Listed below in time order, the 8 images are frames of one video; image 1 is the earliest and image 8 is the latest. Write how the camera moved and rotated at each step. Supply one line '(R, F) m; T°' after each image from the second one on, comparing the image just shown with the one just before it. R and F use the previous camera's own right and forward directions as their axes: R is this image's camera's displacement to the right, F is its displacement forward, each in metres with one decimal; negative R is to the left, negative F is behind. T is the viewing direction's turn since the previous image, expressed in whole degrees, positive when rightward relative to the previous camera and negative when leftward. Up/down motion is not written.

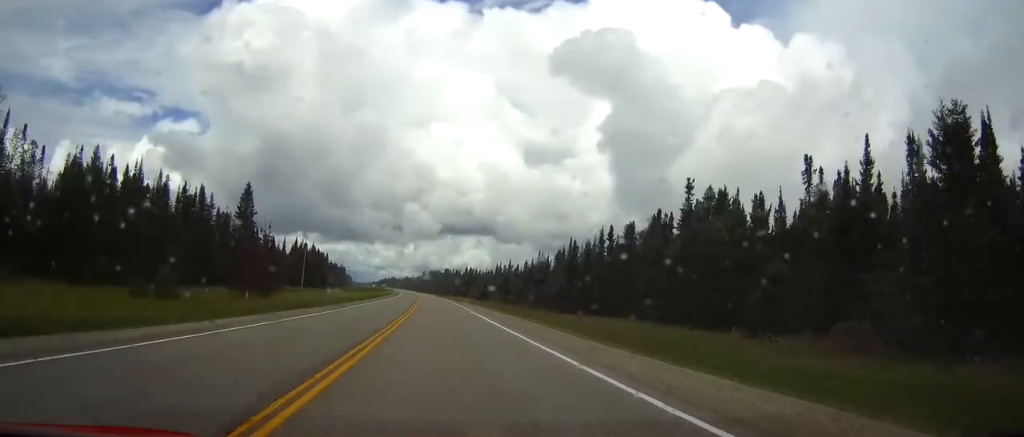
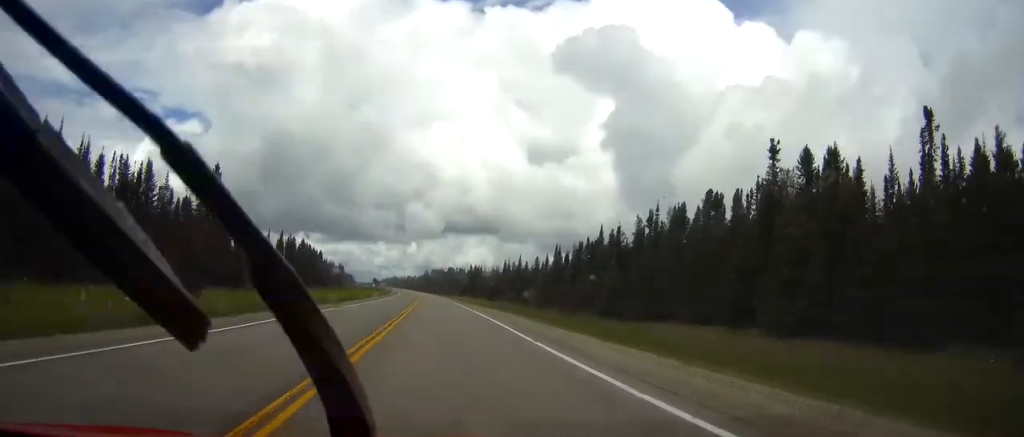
(0.0, +23.5) m; 0°
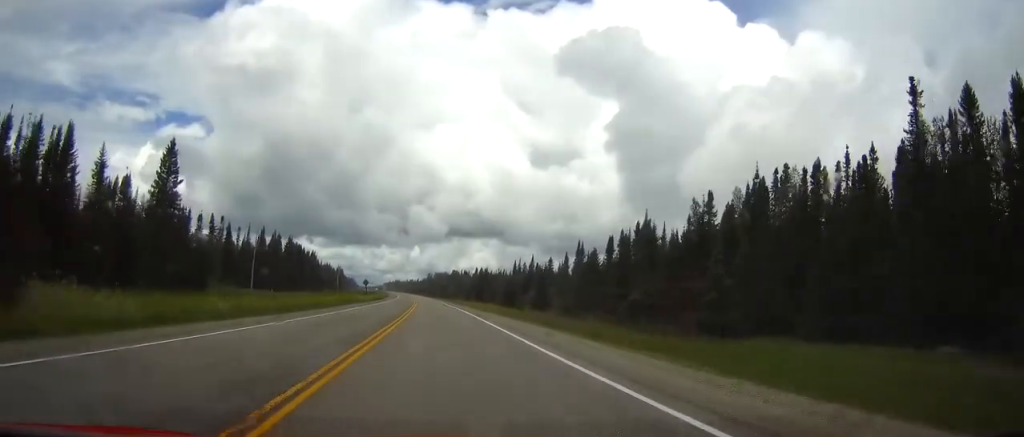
(0.0, +23.5) m; 0°
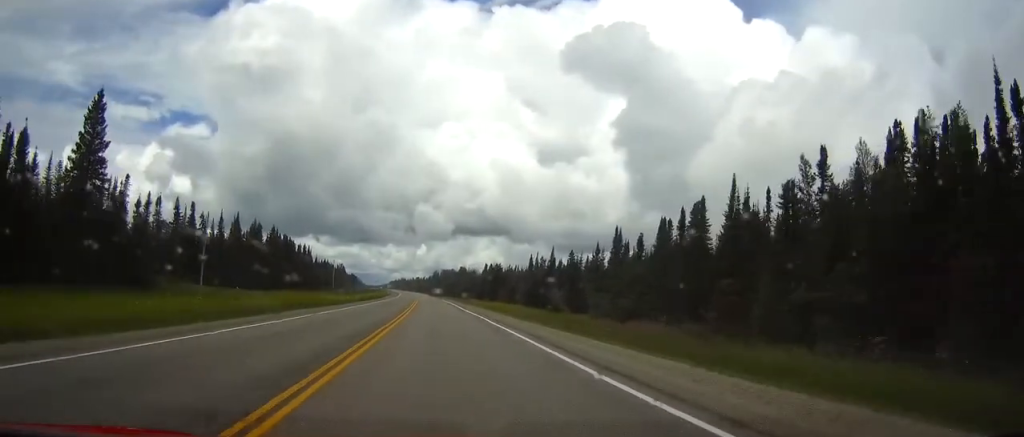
(0.0, +26.6) m; 0°
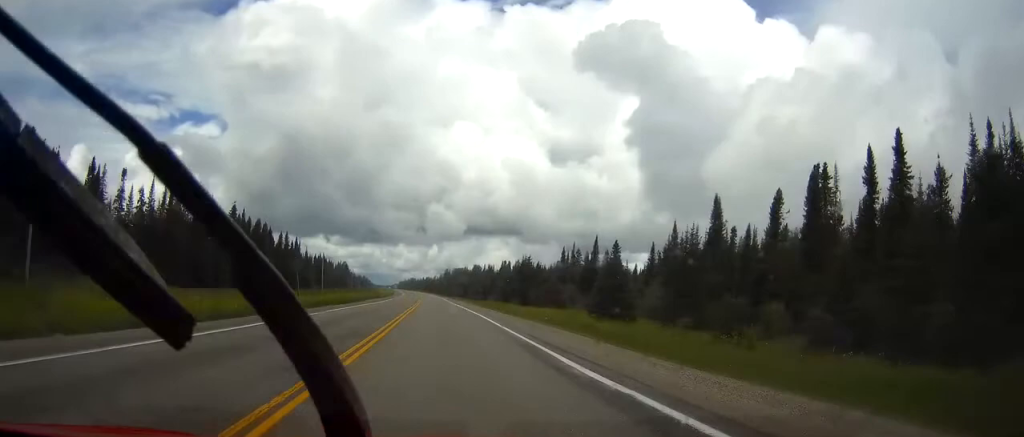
(-0.5, +40.8) m; -2°
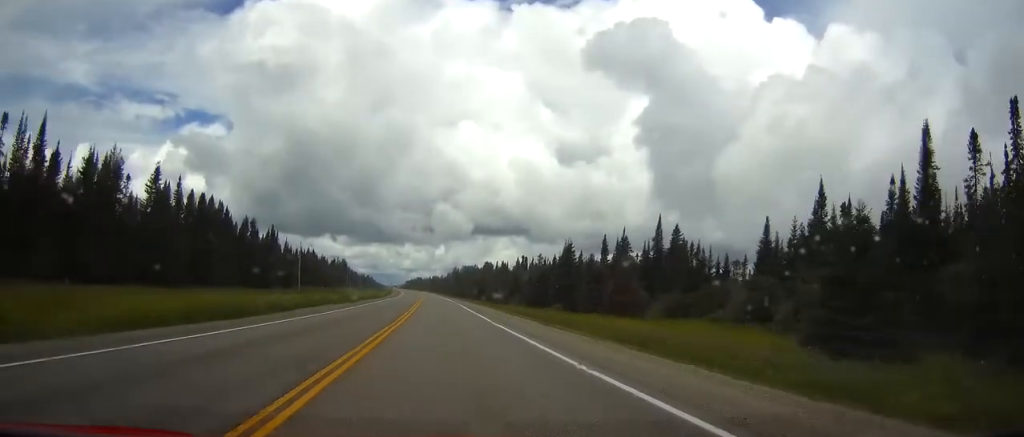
(-0.7, +39.7) m; -1°
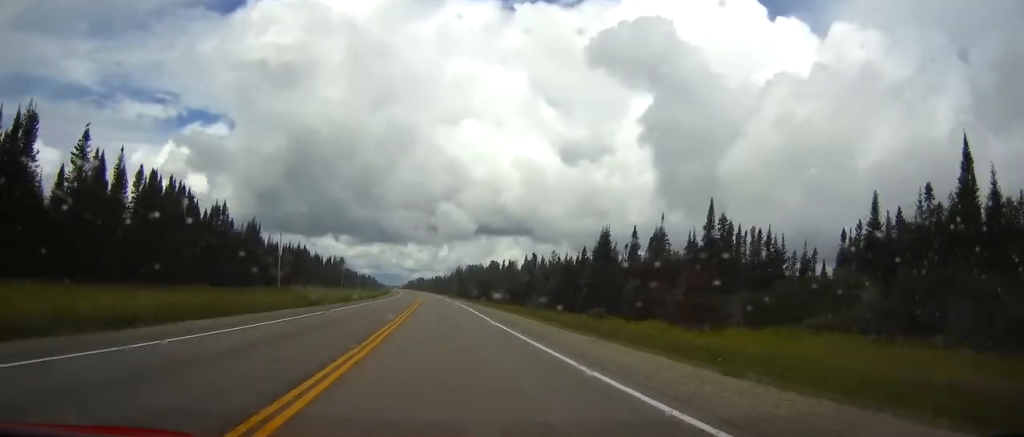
(0.0, +21.4) m; 0°
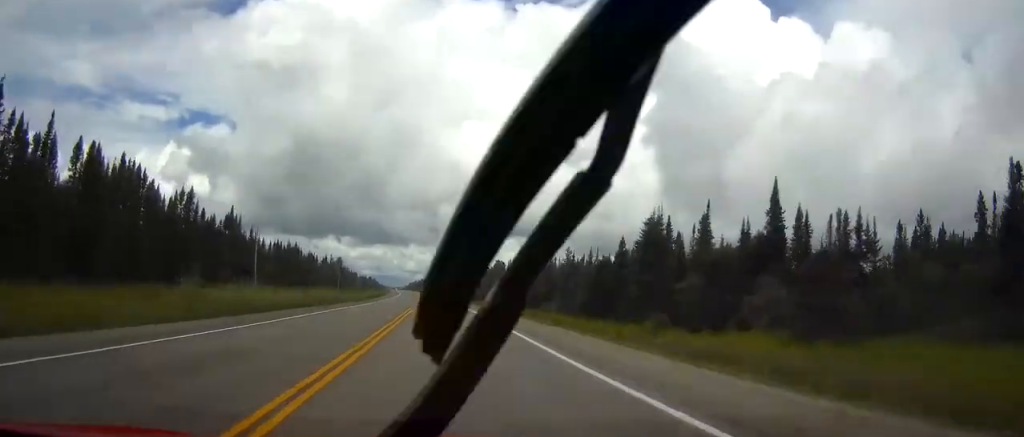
(0.0, +18.3) m; 0°
